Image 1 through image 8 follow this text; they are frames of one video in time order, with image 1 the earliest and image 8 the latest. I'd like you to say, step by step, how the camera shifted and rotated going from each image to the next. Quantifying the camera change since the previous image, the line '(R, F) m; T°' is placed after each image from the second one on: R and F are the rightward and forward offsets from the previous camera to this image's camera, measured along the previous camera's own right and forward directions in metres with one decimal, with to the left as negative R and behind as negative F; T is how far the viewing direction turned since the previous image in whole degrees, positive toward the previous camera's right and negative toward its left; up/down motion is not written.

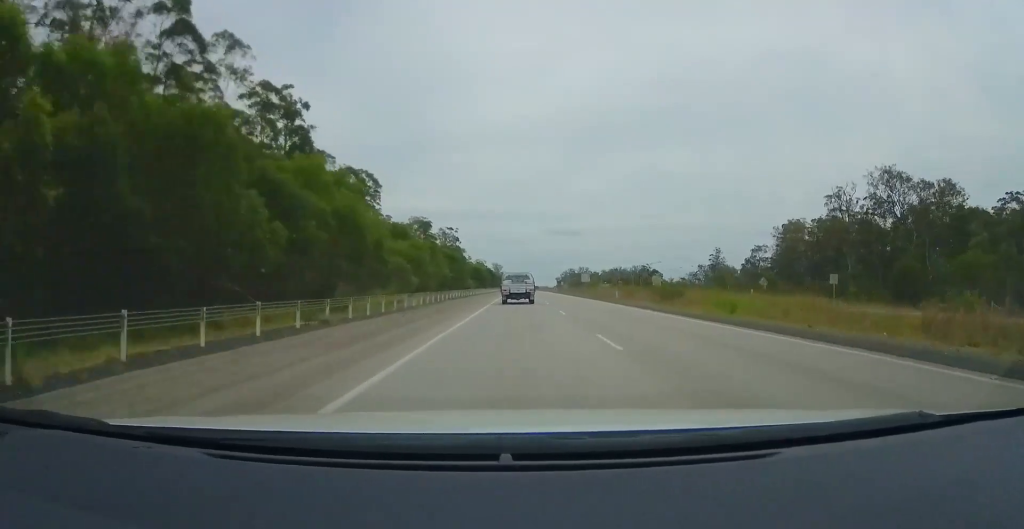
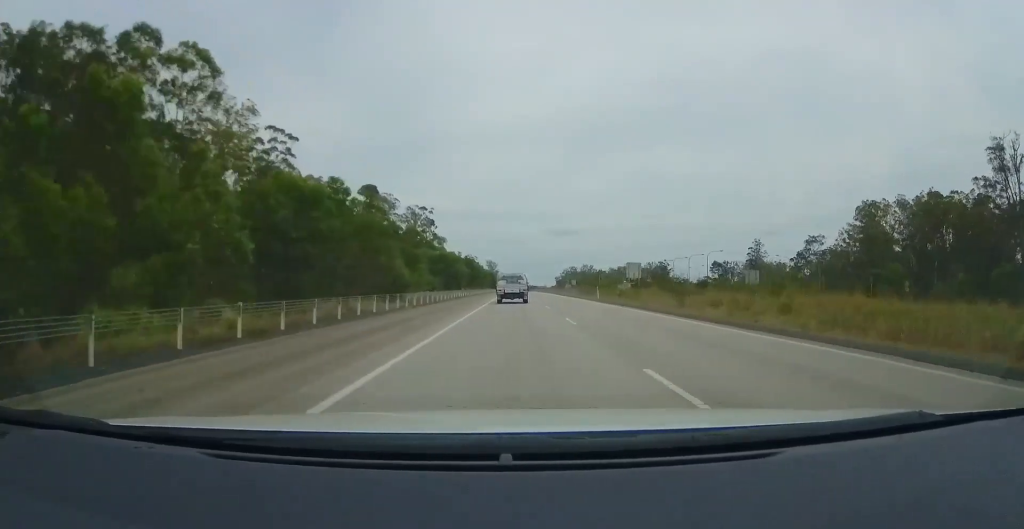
(+0.5, +52.6) m; 0°
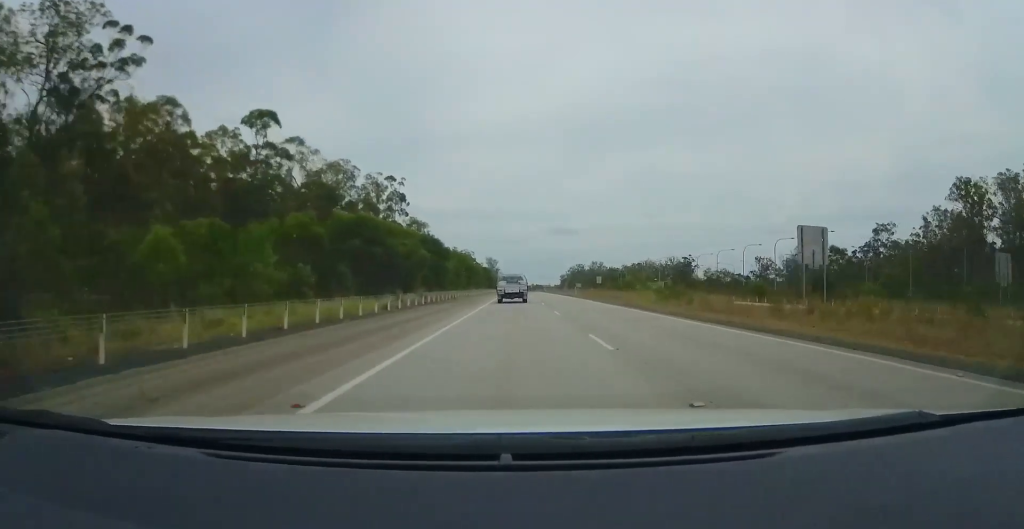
(-0.8, +42.3) m; -1°
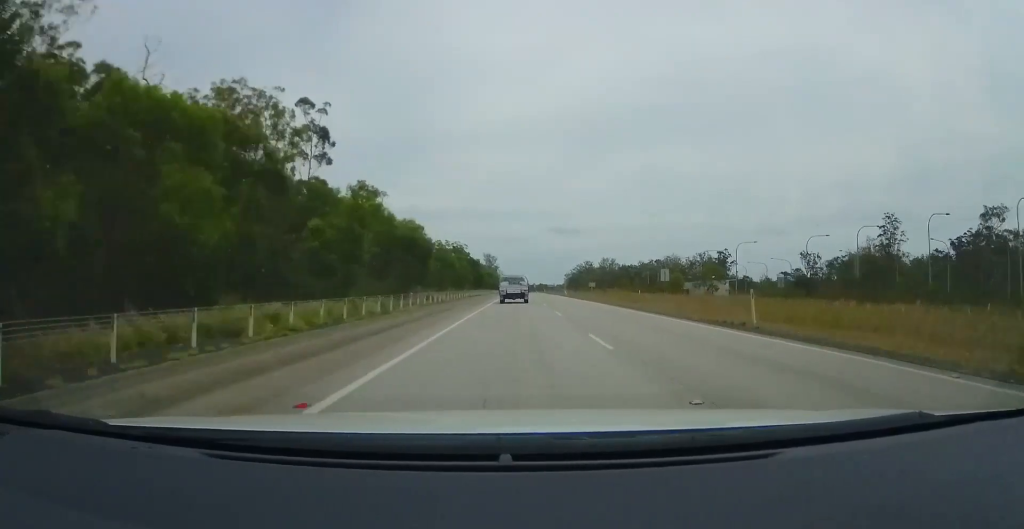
(+0.2, +47.3) m; 0°
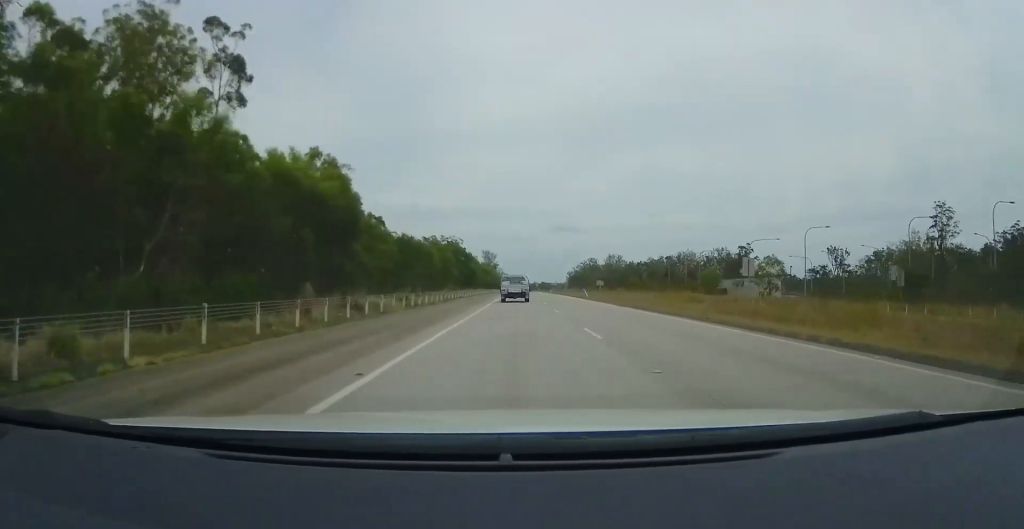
(-0.3, +23.0) m; +1°
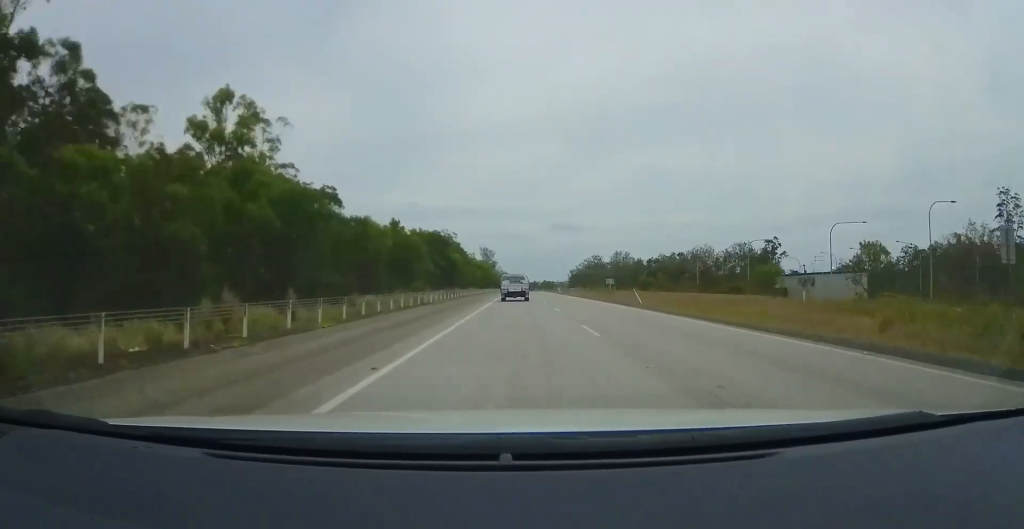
(+0.5, +23.1) m; +1°
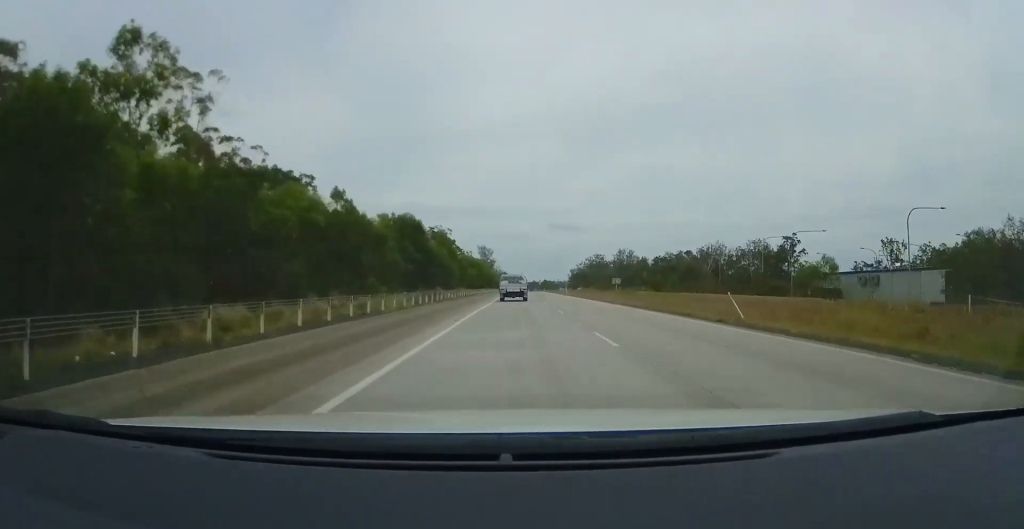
(+0.1, +14.6) m; 0°
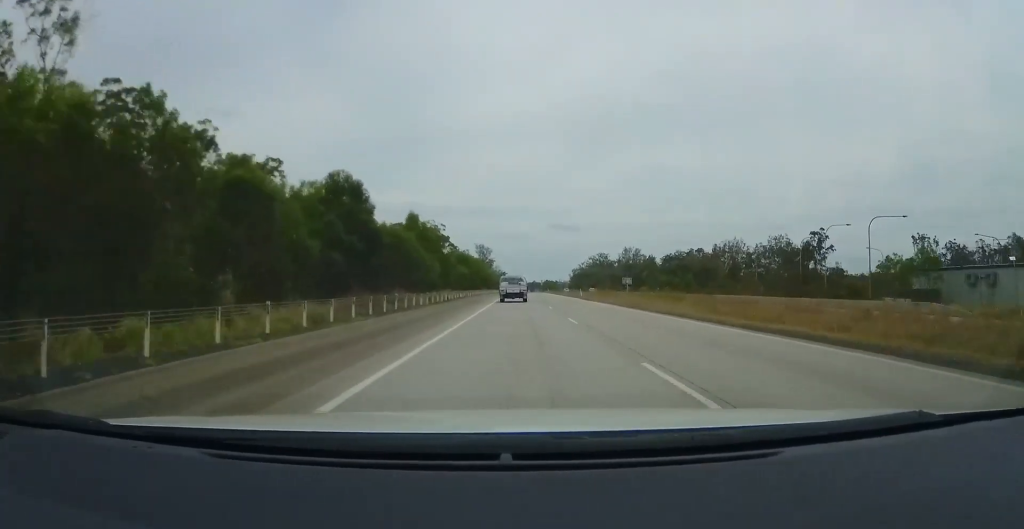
(0.0, +17.0) m; 0°
